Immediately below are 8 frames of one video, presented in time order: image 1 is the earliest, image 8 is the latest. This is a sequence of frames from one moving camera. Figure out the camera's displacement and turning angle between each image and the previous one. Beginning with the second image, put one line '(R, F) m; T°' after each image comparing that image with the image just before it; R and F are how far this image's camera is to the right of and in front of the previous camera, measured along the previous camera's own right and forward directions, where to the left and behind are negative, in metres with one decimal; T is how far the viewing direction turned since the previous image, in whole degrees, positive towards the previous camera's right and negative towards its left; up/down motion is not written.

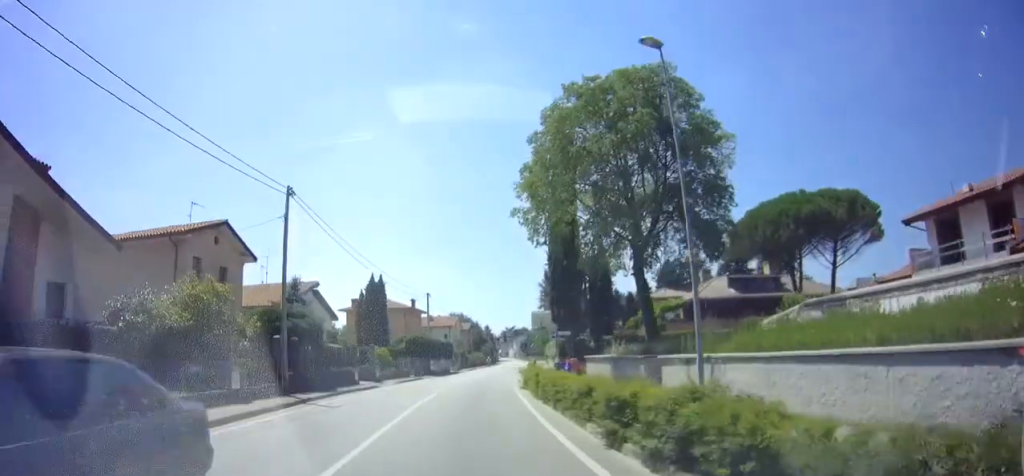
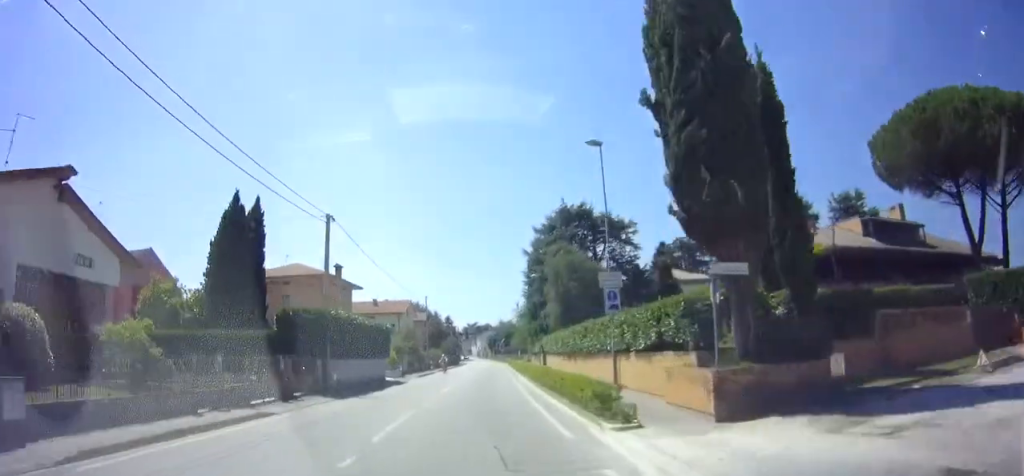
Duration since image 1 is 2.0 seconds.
(+1.0, +26.5) m; +4°
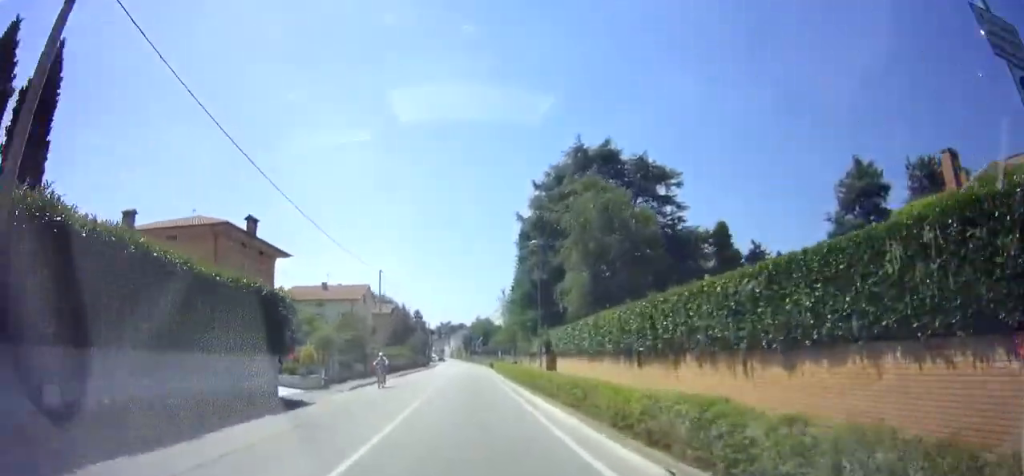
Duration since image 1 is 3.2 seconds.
(+0.8, +16.4) m; +2°
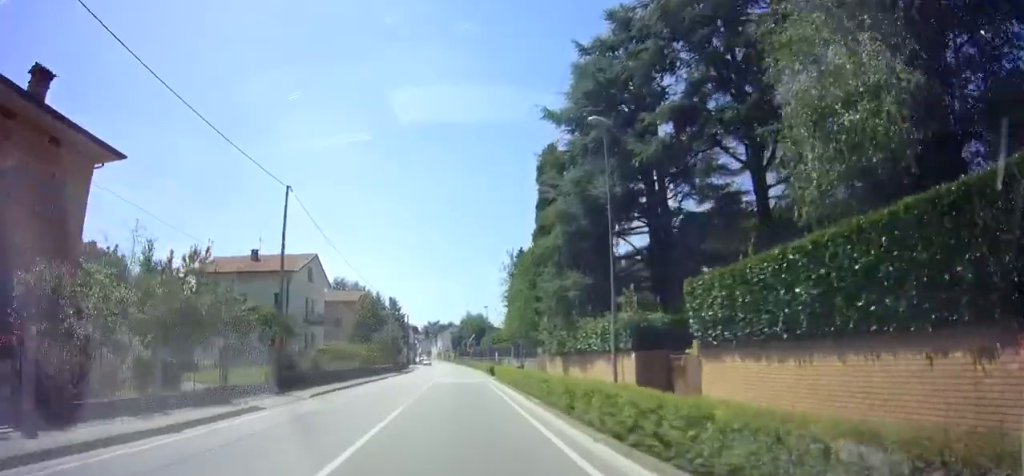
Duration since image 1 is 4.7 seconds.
(-0.2, +19.9) m; 0°
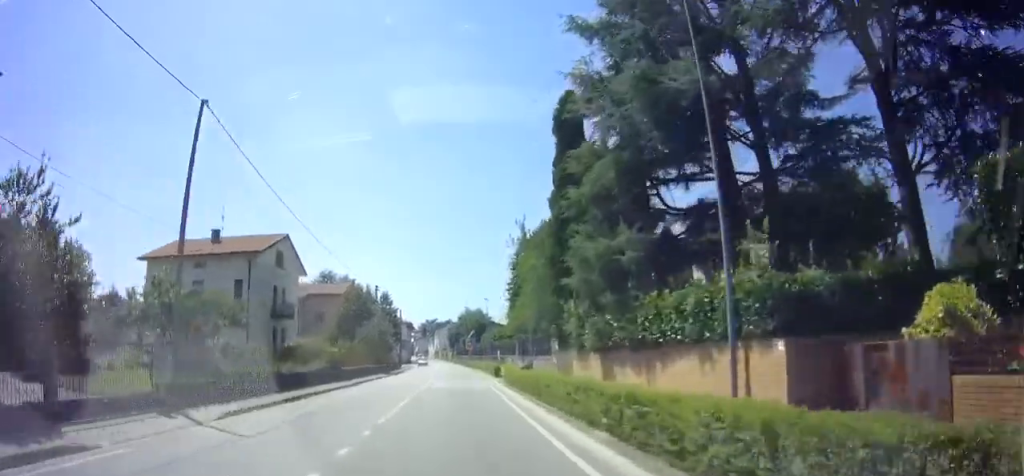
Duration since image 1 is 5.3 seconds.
(+0.2, +7.5) m; 0°
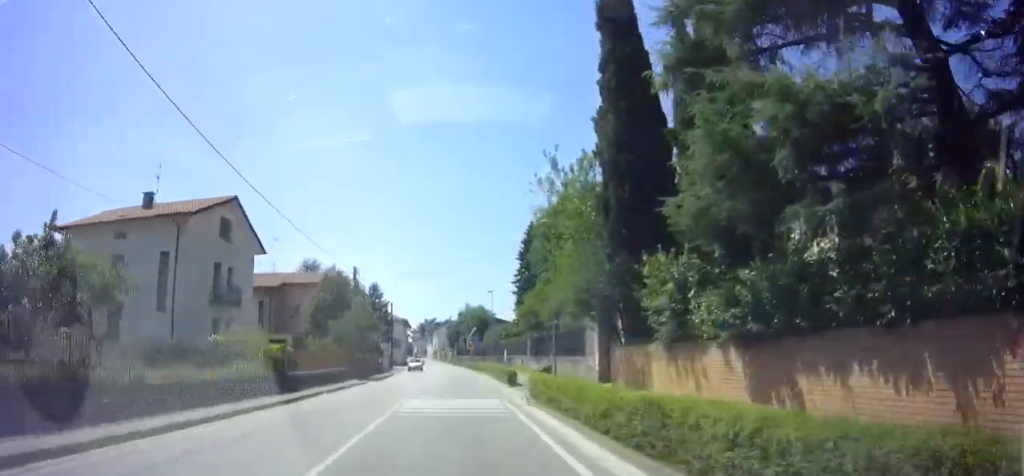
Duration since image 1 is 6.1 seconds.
(-0.3, +10.0) m; 0°
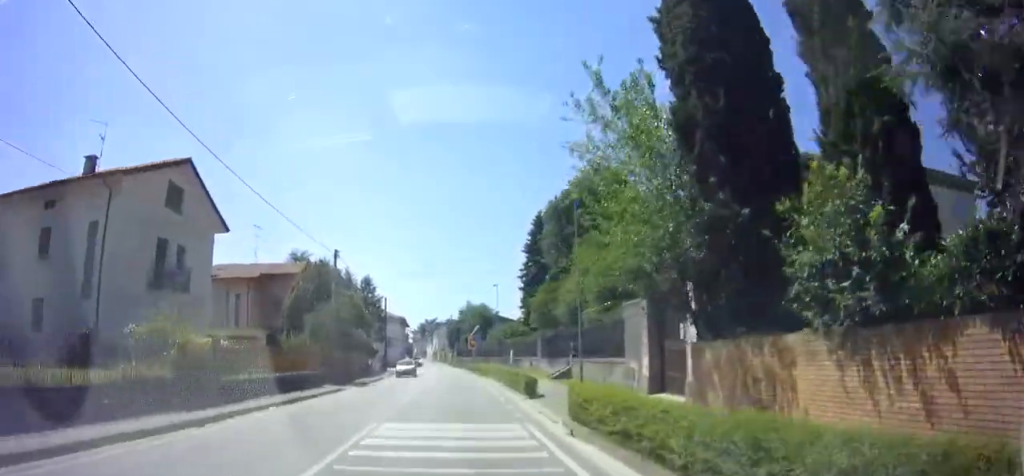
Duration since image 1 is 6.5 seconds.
(+0.1, +6.1) m; 0°
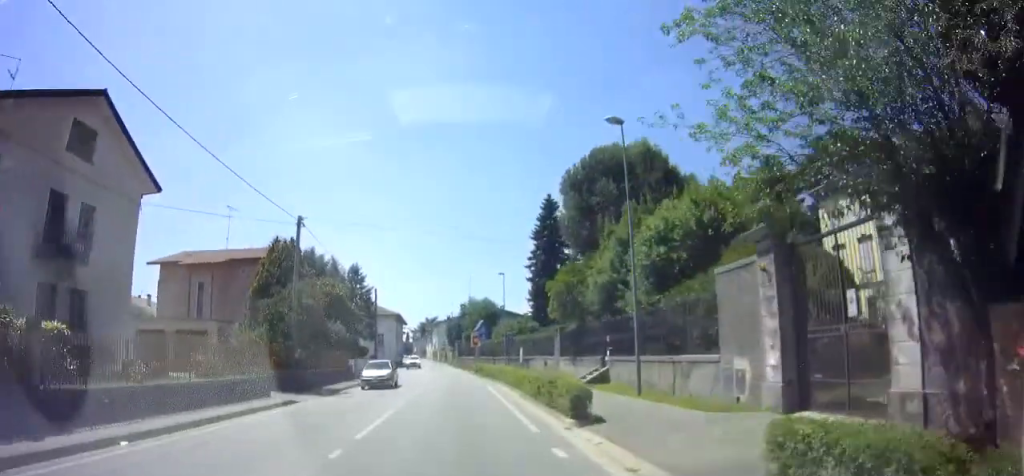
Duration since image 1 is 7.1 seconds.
(+0.2, +7.4) m; 0°
